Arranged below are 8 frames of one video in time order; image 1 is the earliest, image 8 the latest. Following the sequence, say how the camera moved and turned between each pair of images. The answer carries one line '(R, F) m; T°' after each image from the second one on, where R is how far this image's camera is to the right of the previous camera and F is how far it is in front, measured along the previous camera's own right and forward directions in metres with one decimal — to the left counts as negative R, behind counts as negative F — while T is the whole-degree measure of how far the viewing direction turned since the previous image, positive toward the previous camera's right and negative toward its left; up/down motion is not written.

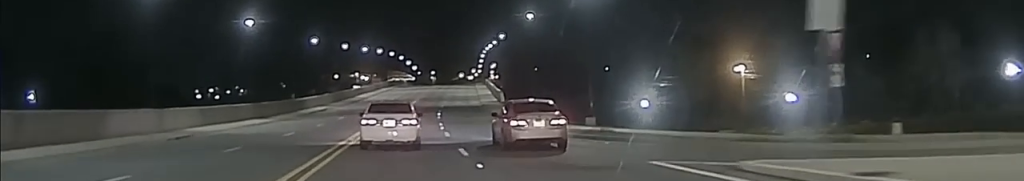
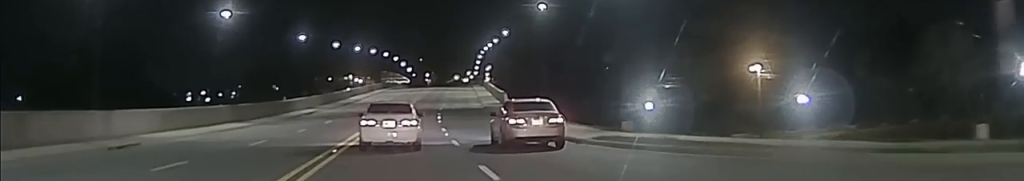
(+0.2, +7.1) m; +1°
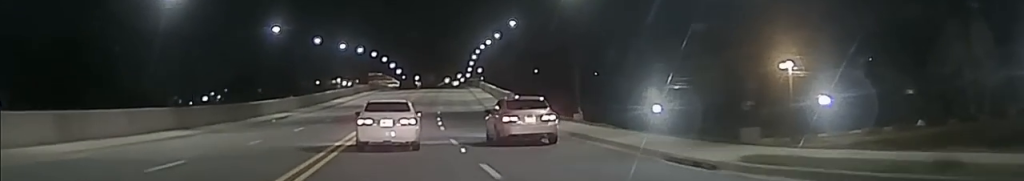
(+0.2, +12.0) m; +1°
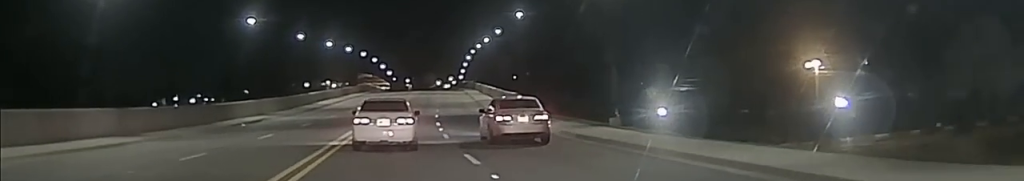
(0.0, +7.9) m; +1°
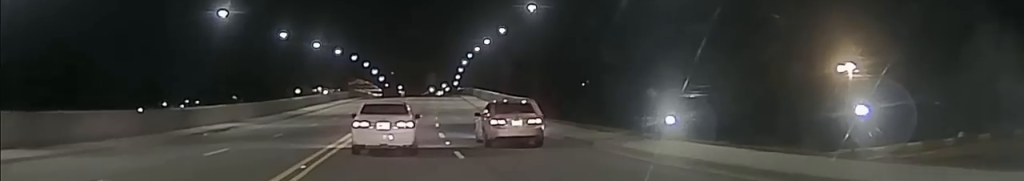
(+0.1, +8.3) m; +1°
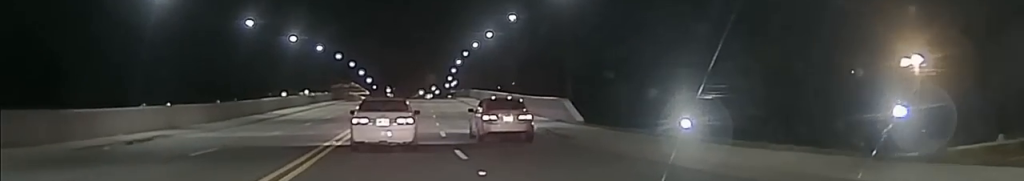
(+0.1, +12.8) m; +1°
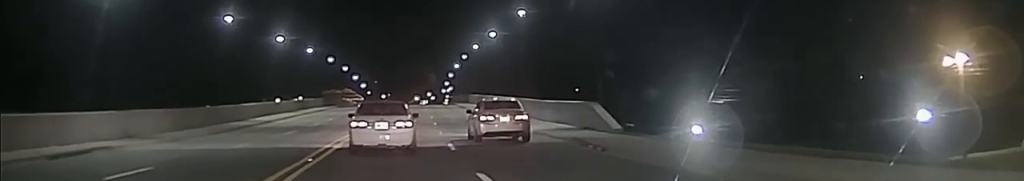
(+0.1, +7.9) m; 0°
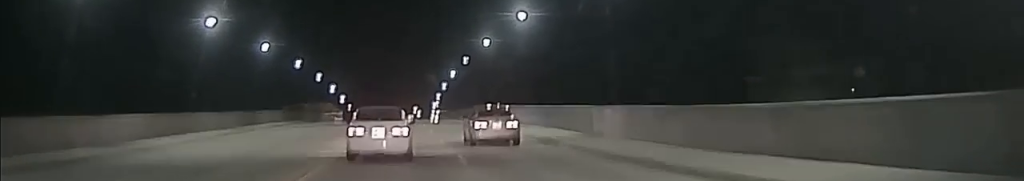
(-0.4, +28.8) m; -1°
